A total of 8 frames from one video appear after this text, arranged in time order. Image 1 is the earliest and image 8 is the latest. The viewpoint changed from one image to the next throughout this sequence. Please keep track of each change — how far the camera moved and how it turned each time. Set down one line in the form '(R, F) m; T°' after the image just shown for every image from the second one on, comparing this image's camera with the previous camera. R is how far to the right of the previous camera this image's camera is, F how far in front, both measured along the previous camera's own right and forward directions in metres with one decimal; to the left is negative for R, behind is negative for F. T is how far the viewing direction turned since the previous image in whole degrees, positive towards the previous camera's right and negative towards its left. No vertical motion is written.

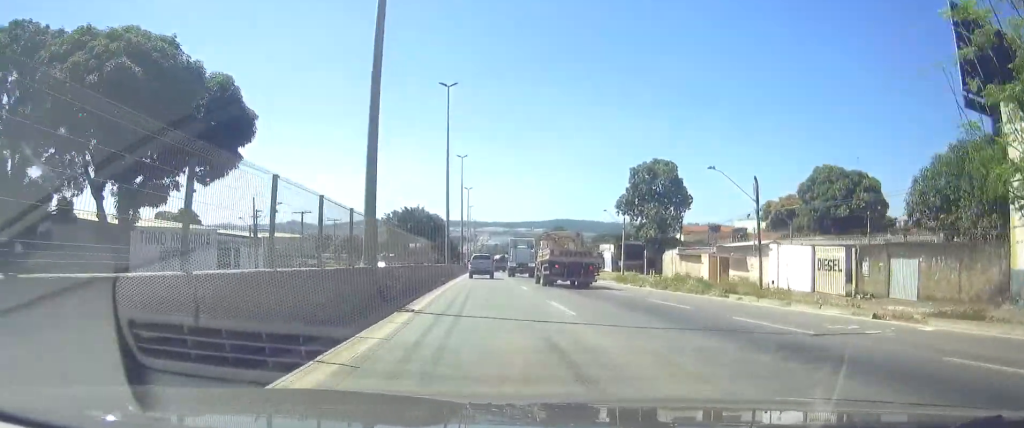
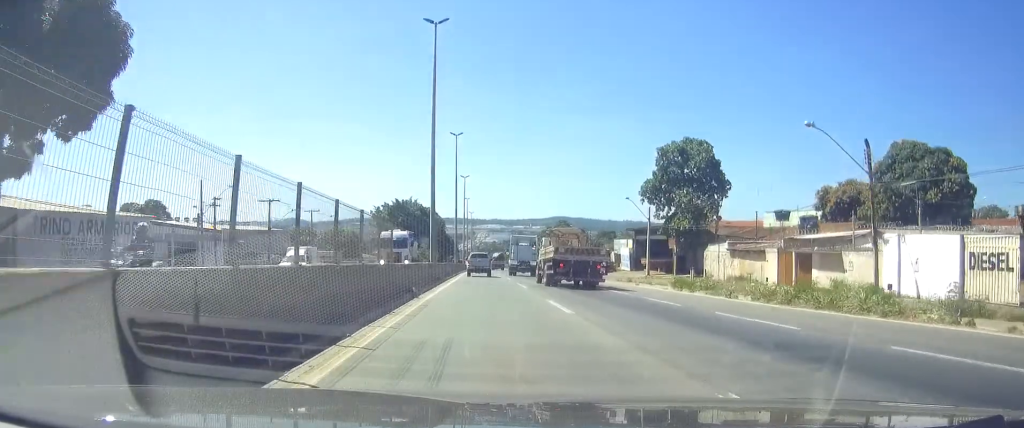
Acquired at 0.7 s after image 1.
(0.0, +14.3) m; 0°
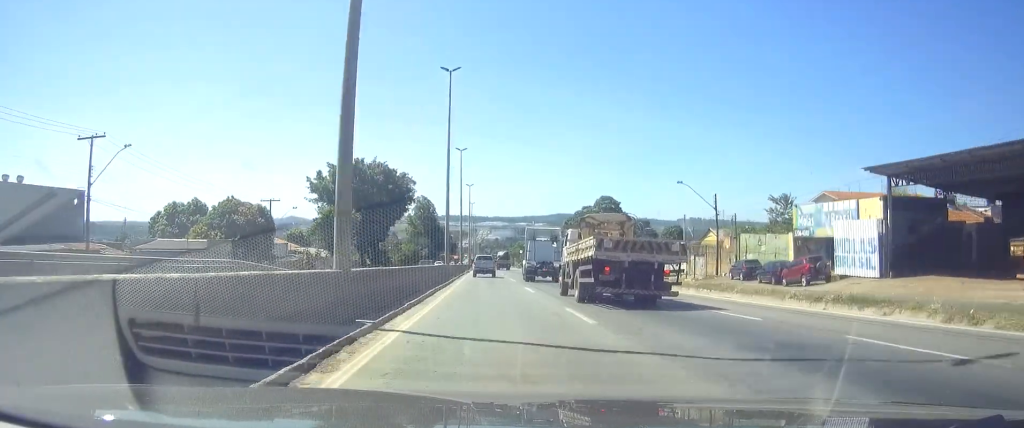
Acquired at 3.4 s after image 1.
(+0.2, +59.1) m; 0°
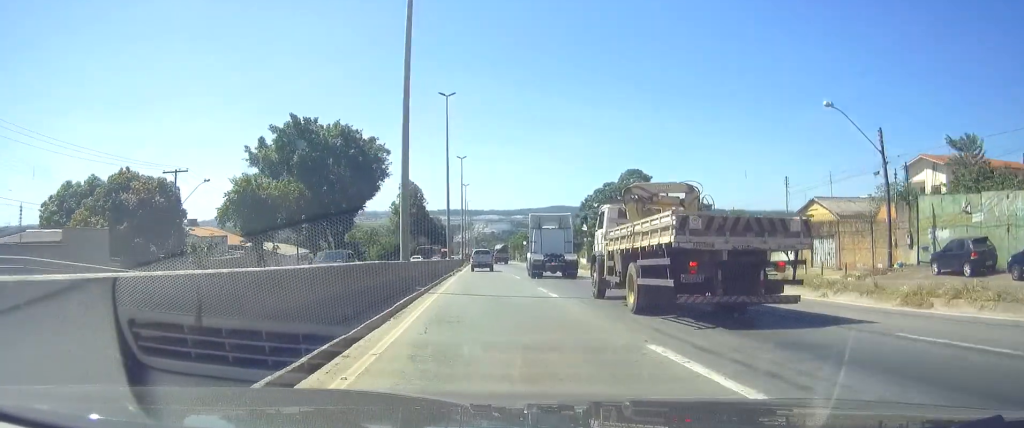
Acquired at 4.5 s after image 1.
(-0.1, +23.9) m; -1°
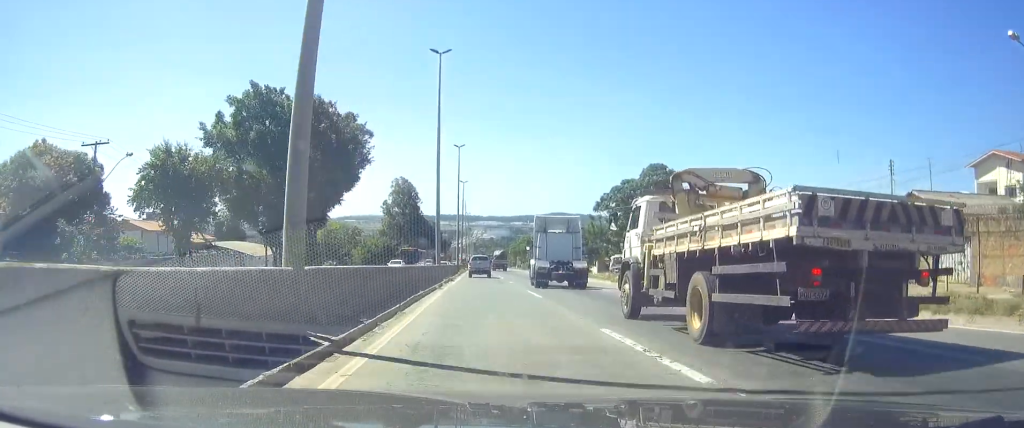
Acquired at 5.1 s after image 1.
(0.0, +12.7) m; 0°
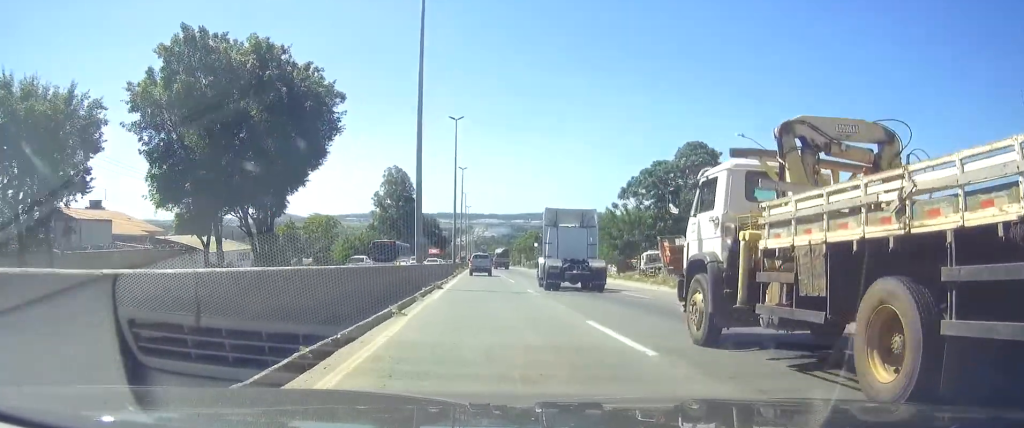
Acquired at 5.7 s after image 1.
(-0.1, +14.4) m; 0°
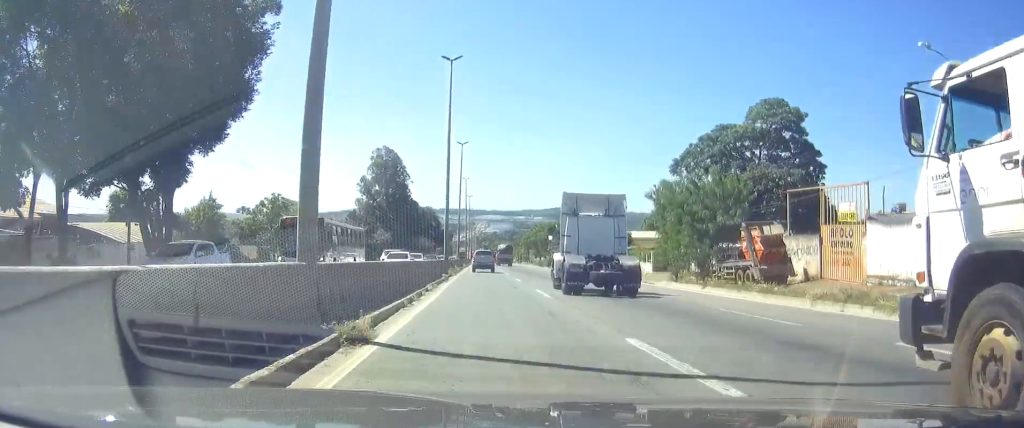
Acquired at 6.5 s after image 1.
(+0.1, +18.6) m; 0°
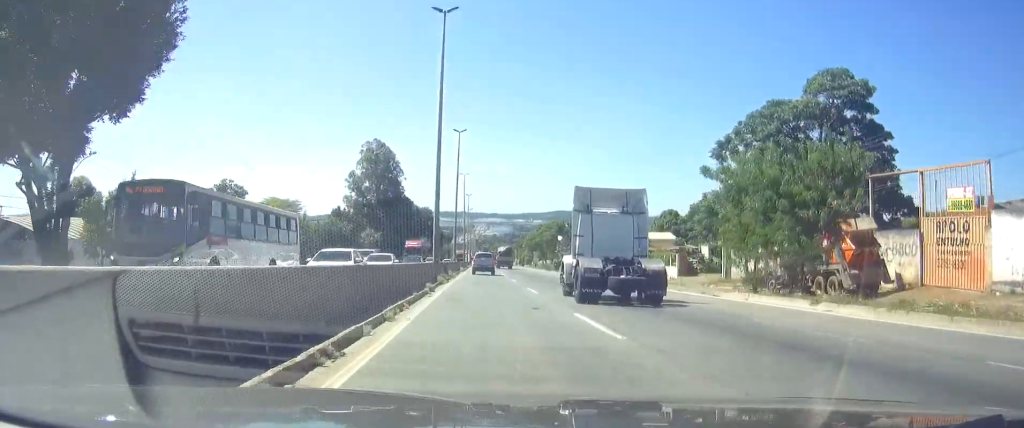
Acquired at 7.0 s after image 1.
(0.0, +10.1) m; 0°
